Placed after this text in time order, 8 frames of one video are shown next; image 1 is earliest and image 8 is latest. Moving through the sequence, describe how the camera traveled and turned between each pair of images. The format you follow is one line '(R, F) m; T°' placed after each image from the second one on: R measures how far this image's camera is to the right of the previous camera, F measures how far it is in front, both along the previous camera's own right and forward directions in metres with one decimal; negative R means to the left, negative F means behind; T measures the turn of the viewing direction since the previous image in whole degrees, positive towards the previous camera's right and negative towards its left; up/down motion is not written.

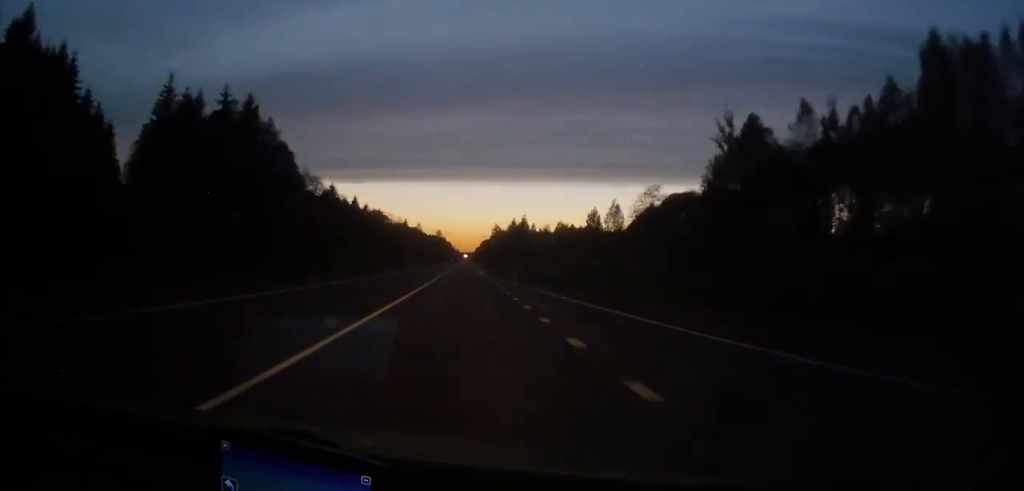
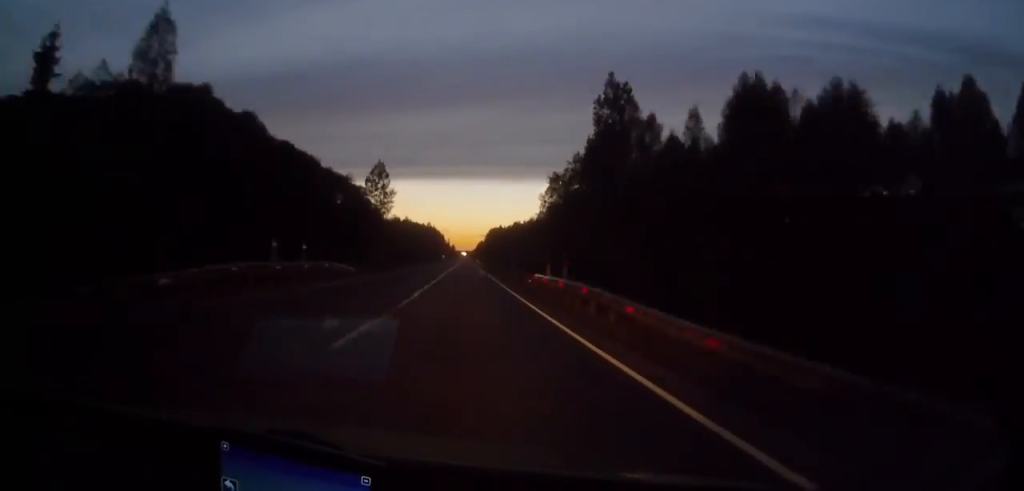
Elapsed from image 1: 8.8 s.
(+0.3, +253.4) m; 0°
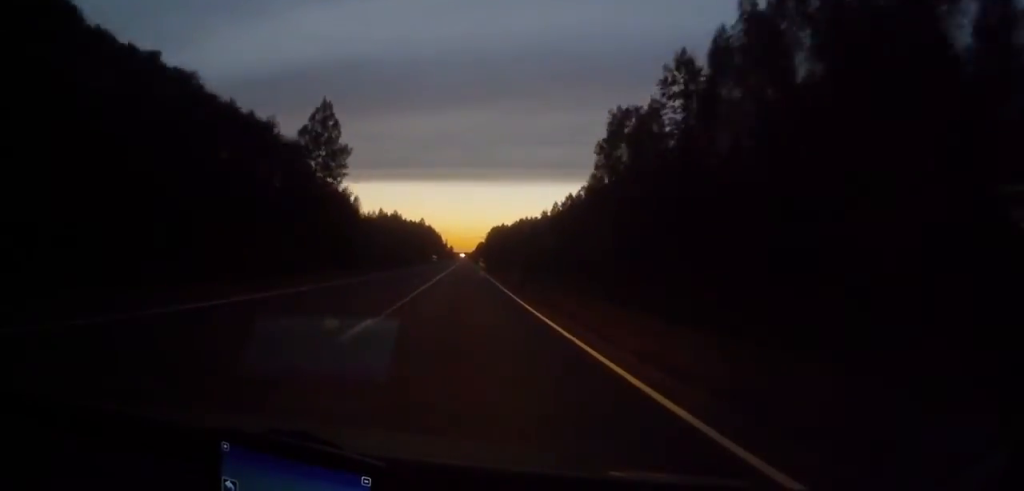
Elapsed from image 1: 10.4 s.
(-0.2, +29.0) m; 0°
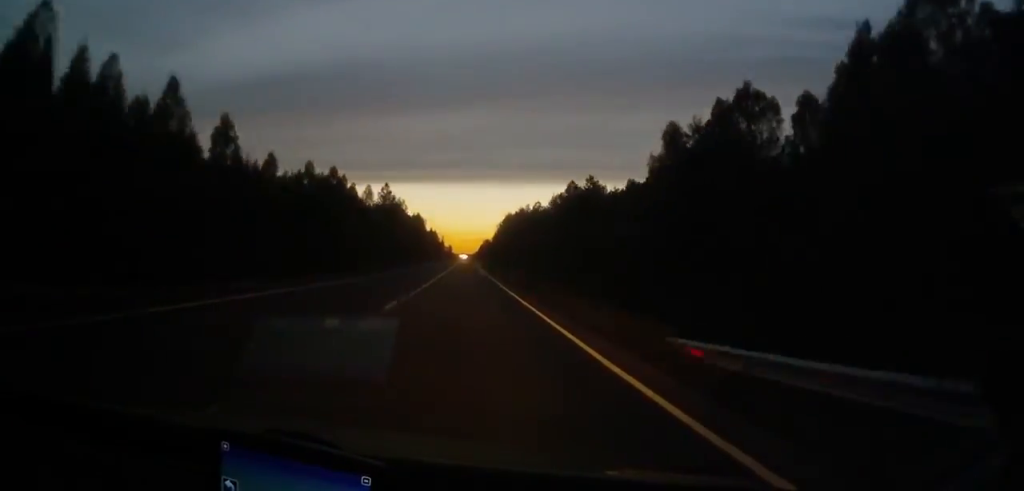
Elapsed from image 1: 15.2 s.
(+0.4, +147.4) m; 0°
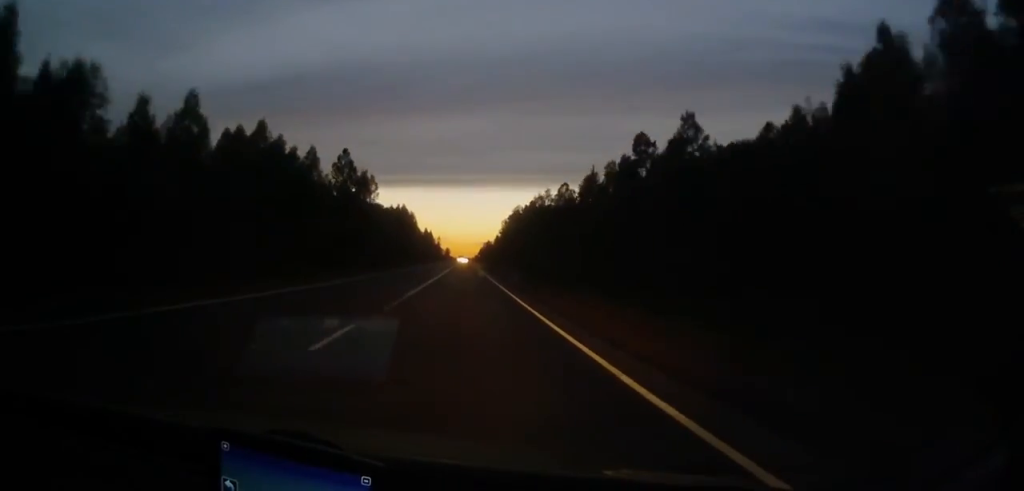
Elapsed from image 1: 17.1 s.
(0.0, +54.6) m; 0°
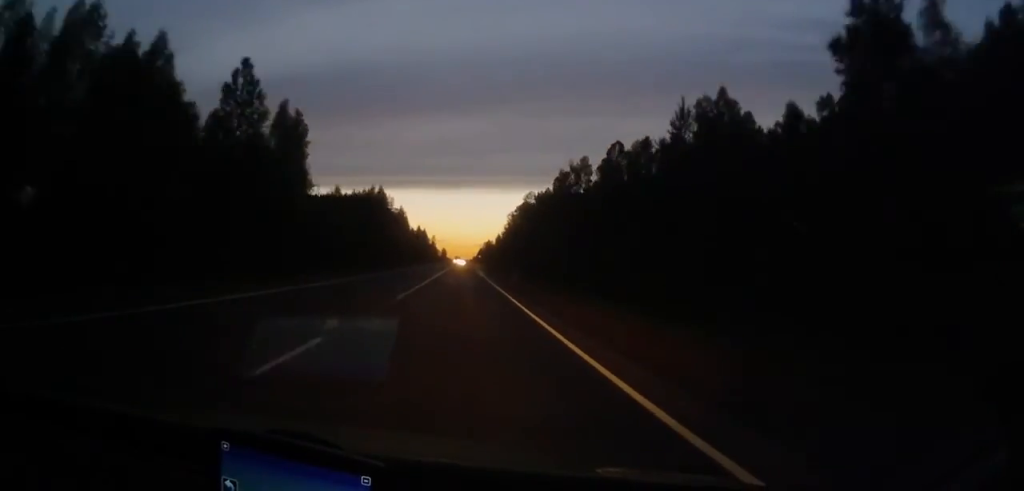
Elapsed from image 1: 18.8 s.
(0.0, +50.8) m; 0°
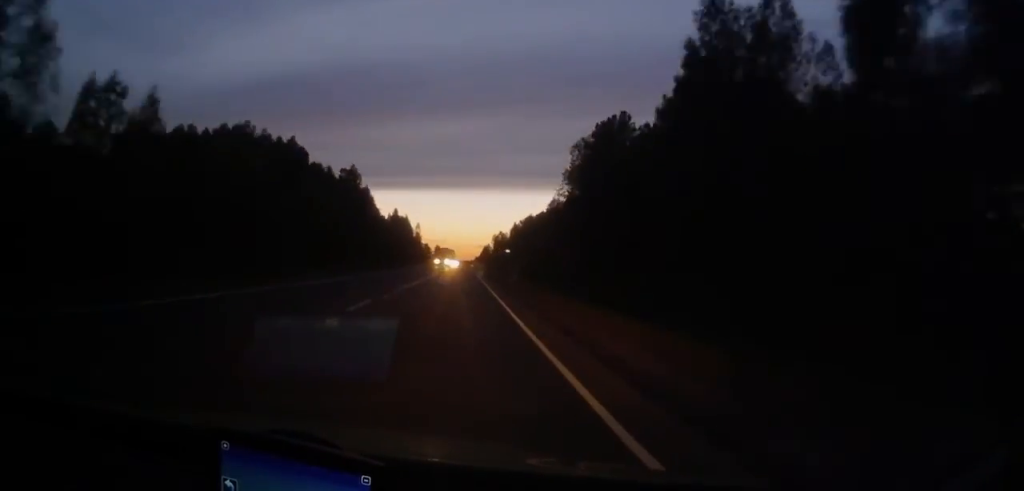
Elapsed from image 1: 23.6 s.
(-0.1, +136.5) m; 0°
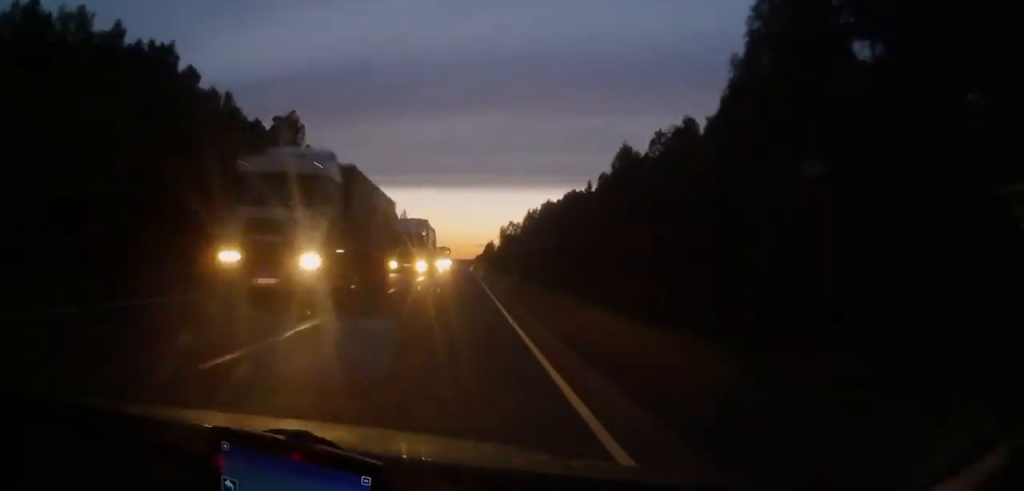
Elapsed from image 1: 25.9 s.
(0.0, +63.8) m; 0°
